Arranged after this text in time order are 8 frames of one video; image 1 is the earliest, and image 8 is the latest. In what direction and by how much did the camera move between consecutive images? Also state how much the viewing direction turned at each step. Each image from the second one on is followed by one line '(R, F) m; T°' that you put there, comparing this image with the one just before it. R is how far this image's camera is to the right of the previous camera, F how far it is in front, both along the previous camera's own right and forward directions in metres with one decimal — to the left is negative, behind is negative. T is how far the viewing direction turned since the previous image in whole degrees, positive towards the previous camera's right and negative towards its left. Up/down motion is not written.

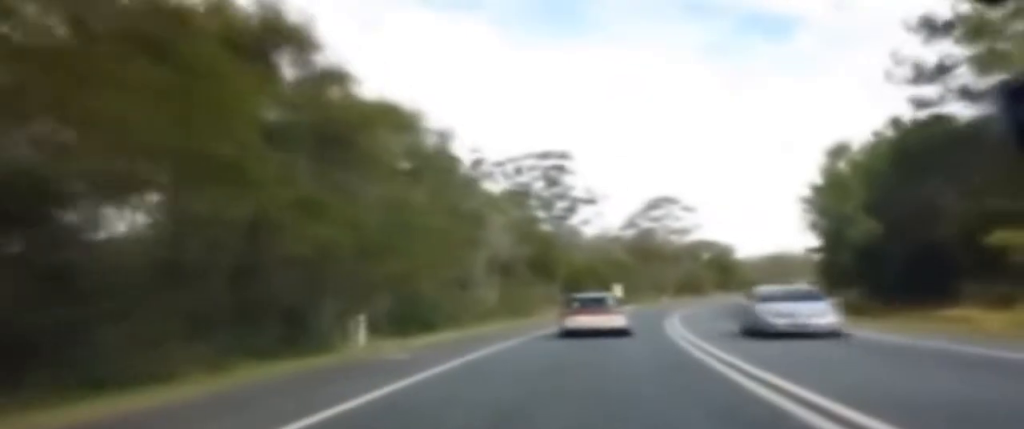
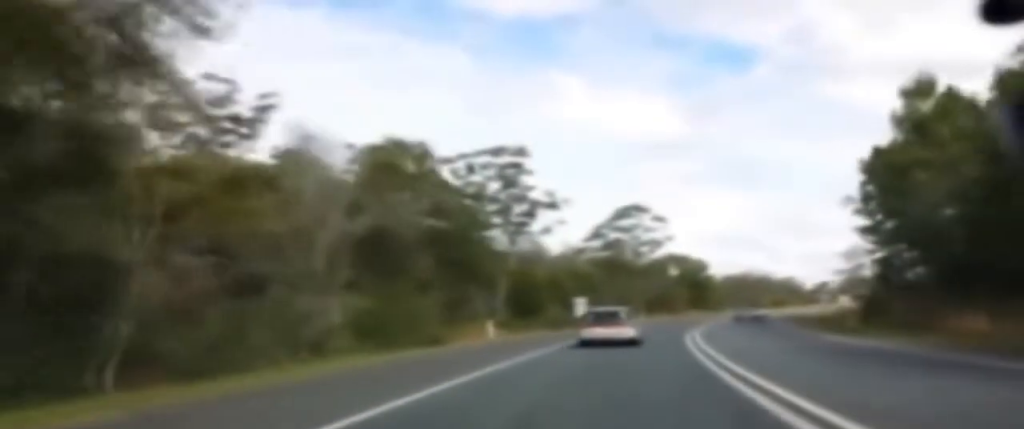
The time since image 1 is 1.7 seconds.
(+0.4, +30.9) m; +3°
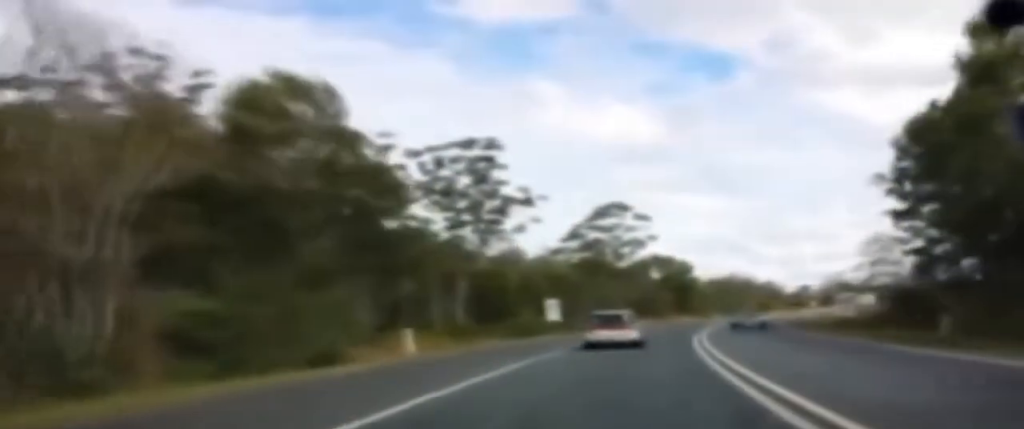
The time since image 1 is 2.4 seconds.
(+0.3, +12.5) m; +2°
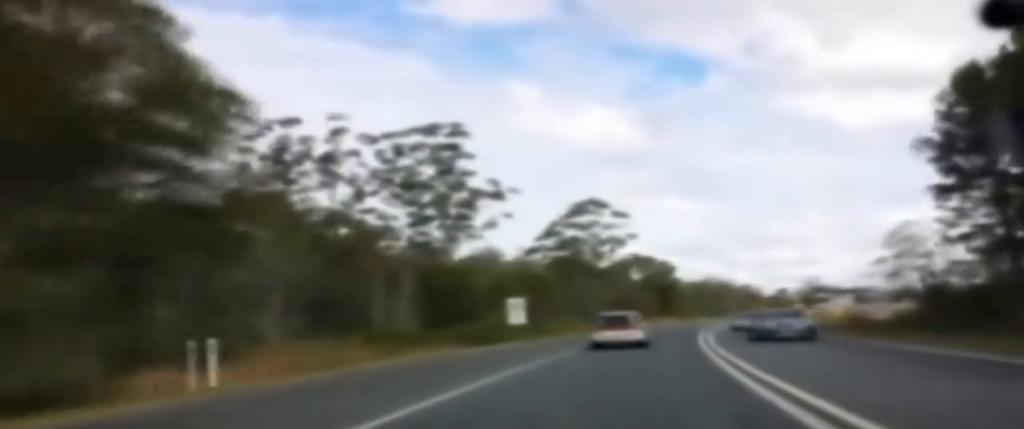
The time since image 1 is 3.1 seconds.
(+0.2, +12.0) m; +2°
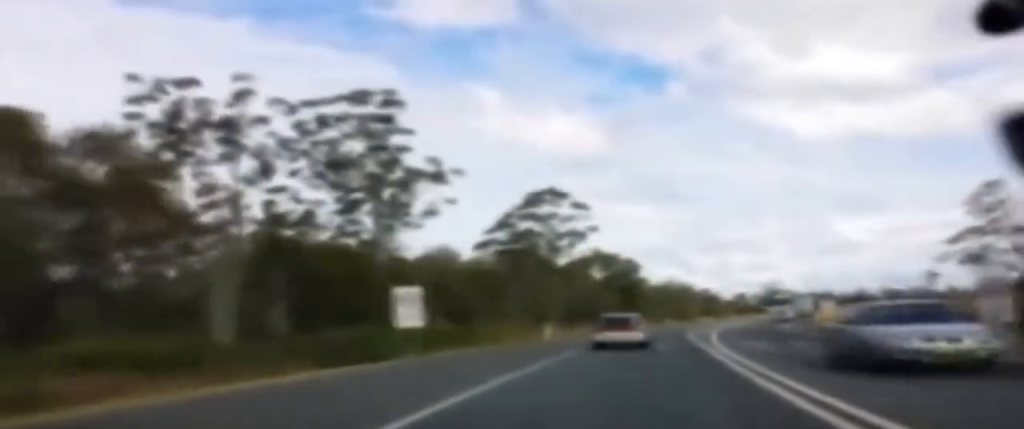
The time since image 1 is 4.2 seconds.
(+0.3, +19.7) m; +3°
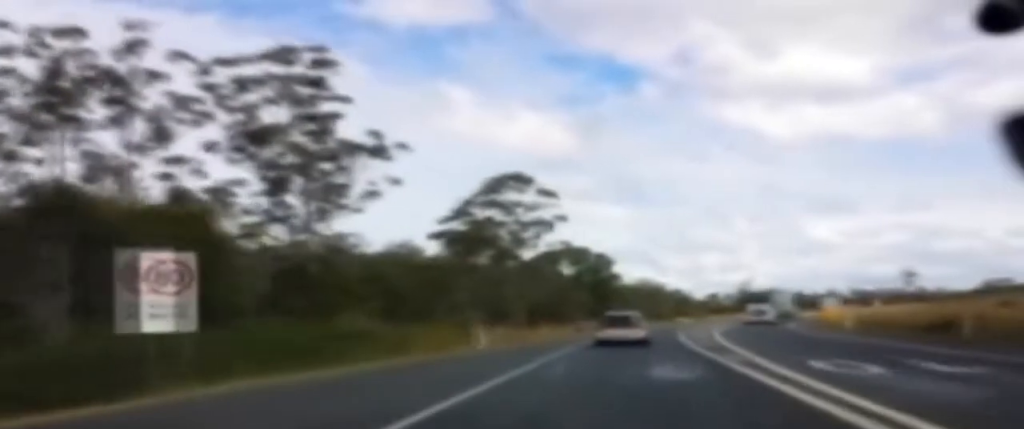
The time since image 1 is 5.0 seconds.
(+0.4, +15.8) m; +2°
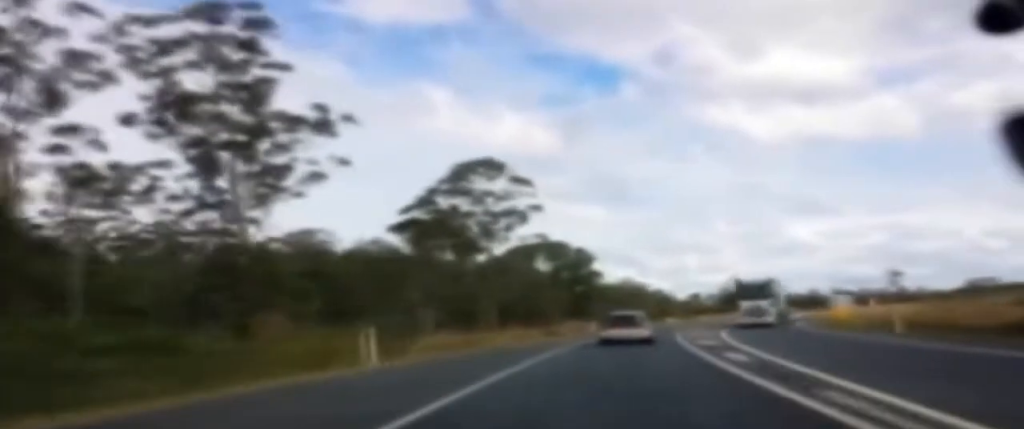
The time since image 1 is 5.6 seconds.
(+0.1, +12.3) m; +1°
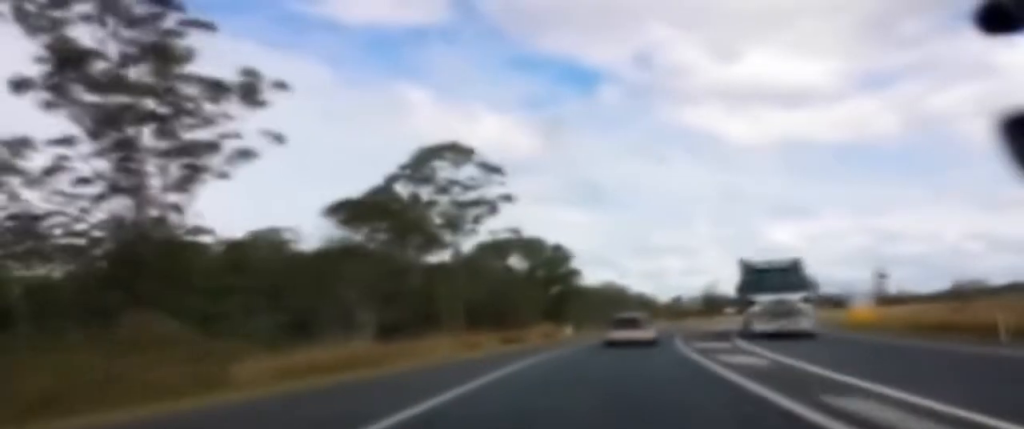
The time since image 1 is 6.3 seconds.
(0.0, +12.4) m; 0°
